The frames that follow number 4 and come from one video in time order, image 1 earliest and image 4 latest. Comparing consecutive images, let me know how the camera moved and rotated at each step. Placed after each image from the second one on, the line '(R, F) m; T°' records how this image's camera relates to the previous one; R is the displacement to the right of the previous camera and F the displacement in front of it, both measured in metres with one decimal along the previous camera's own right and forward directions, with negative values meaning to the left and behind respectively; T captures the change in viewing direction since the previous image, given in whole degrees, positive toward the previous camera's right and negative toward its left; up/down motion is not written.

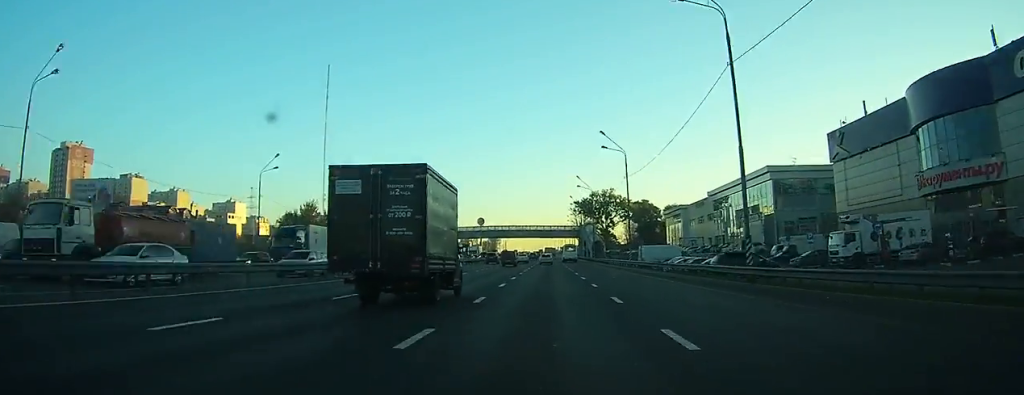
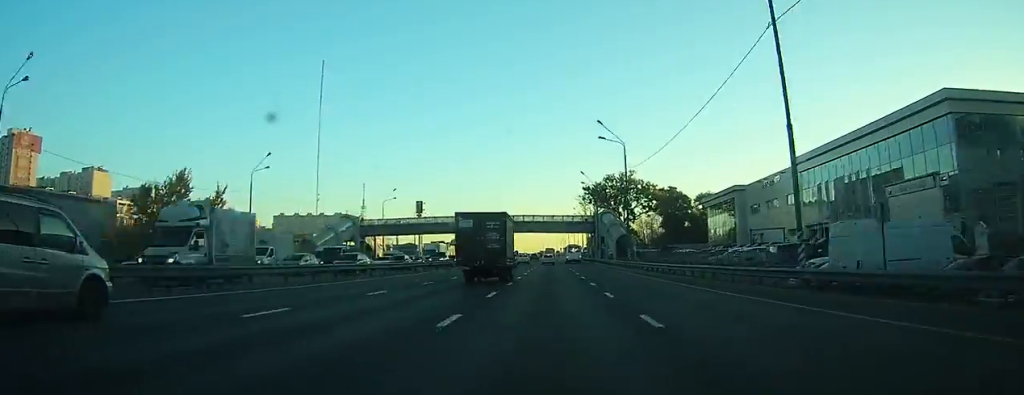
(0.0, +45.1) m; 0°
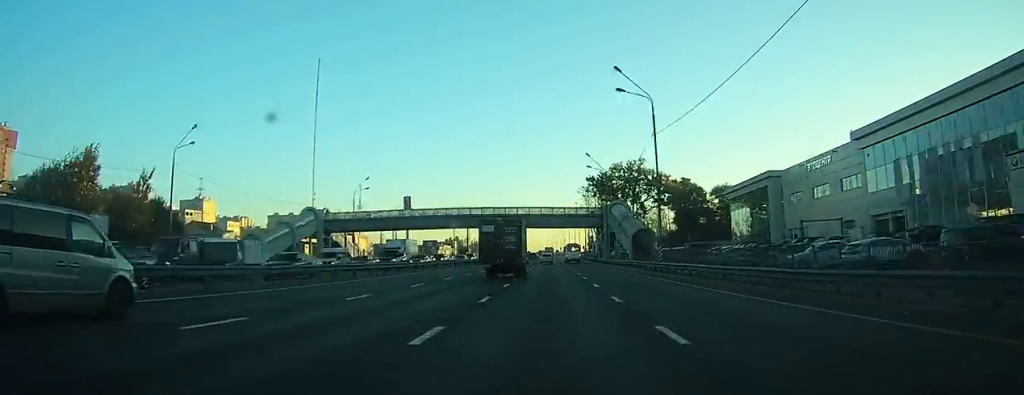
(0.0, +18.8) m; 0°
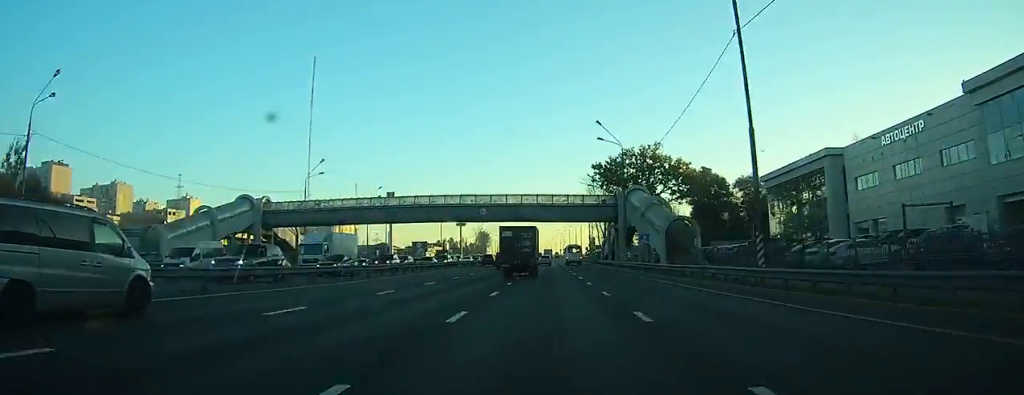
(-0.1, +22.7) m; 0°
